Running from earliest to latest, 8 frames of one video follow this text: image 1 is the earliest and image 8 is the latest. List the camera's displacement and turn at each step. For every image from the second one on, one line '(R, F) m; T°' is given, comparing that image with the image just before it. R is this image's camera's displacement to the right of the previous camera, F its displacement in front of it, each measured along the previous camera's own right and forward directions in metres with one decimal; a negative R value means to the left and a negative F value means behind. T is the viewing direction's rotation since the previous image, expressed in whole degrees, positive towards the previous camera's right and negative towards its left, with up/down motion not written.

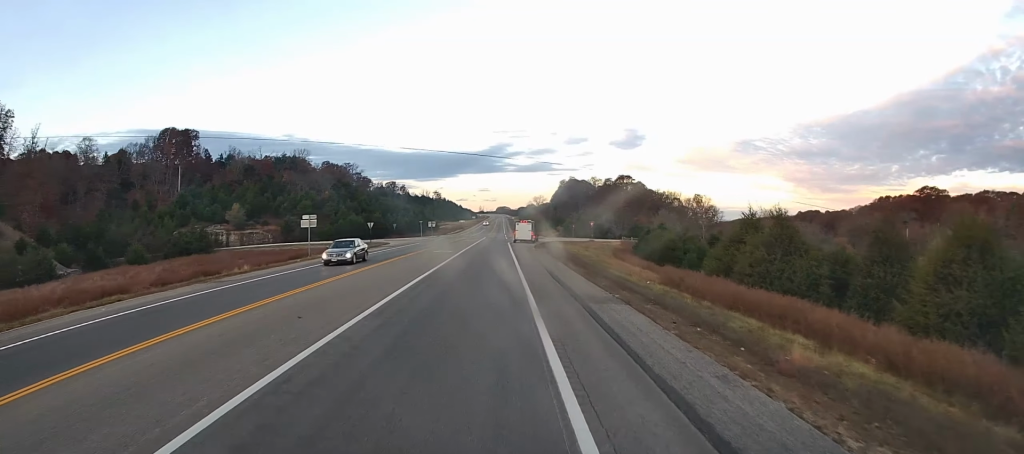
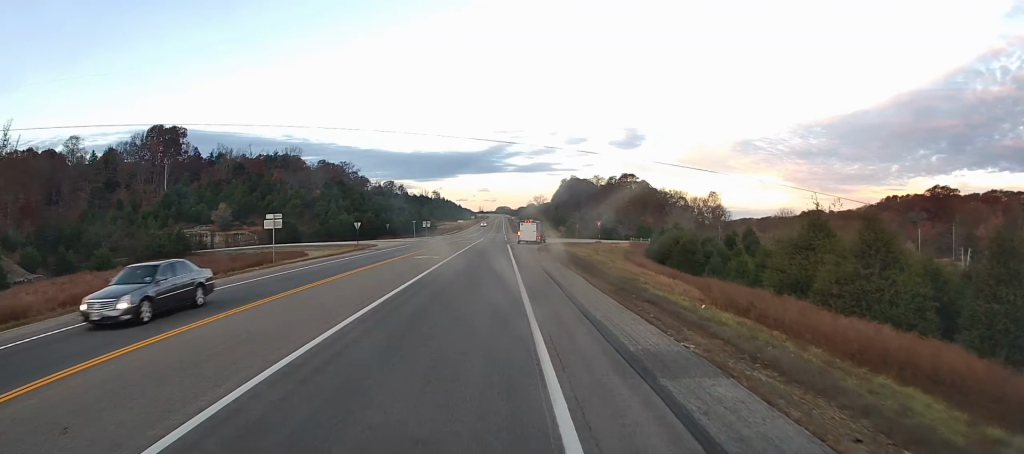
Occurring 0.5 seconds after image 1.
(-0.3, +8.0) m; 0°
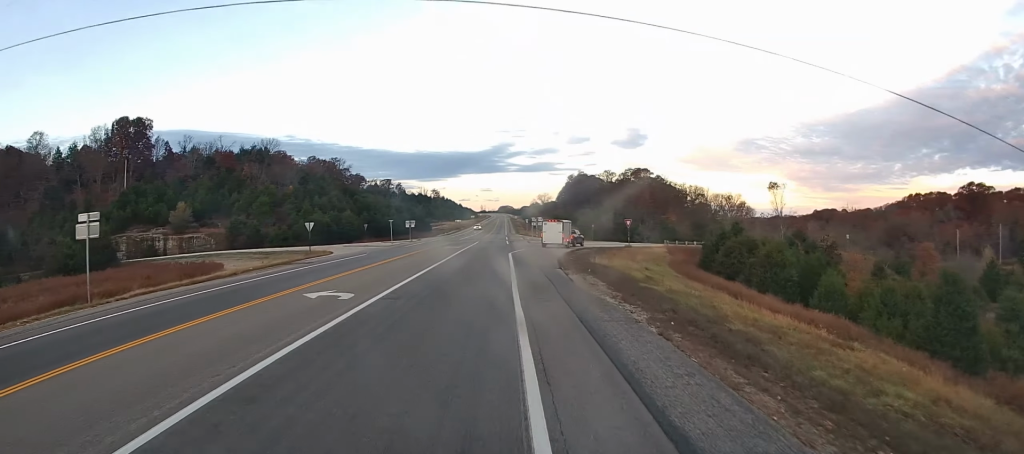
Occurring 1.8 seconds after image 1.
(+0.4, +21.7) m; +1°
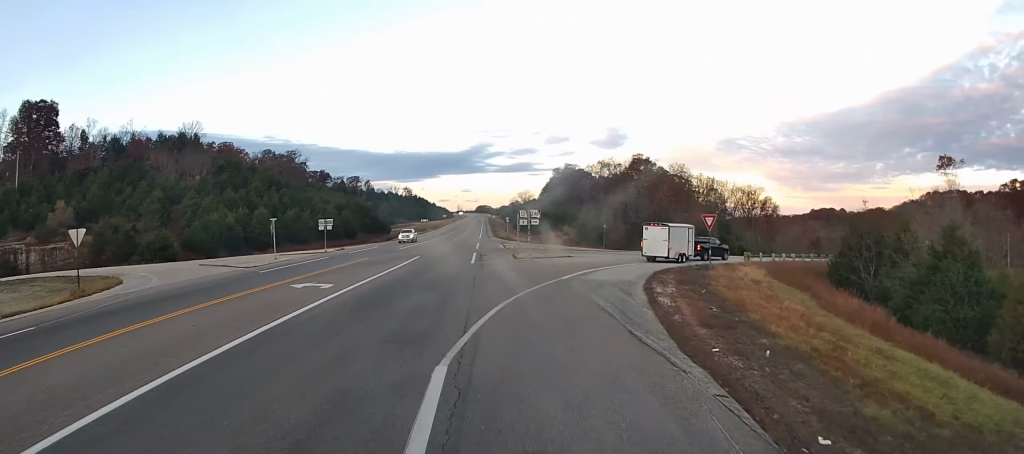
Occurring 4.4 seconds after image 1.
(-0.4, +36.0) m; +1°
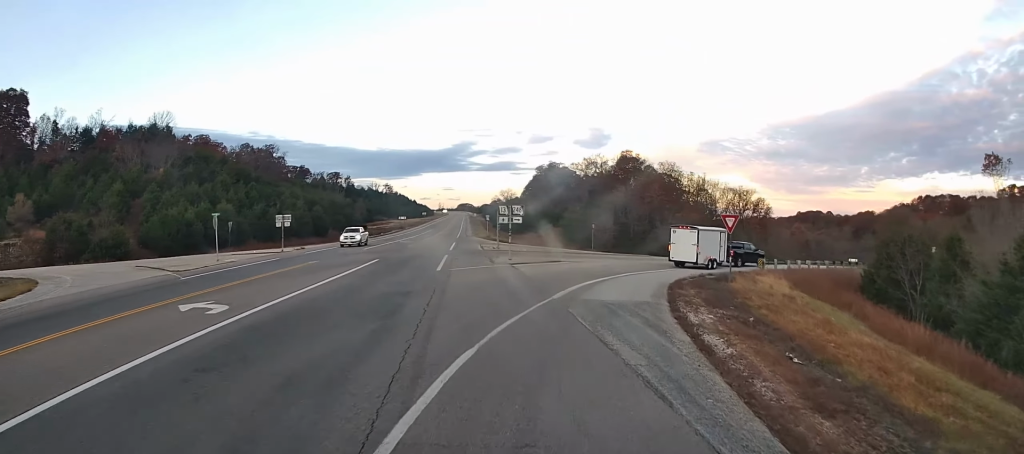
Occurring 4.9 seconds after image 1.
(+0.1, +6.8) m; +2°
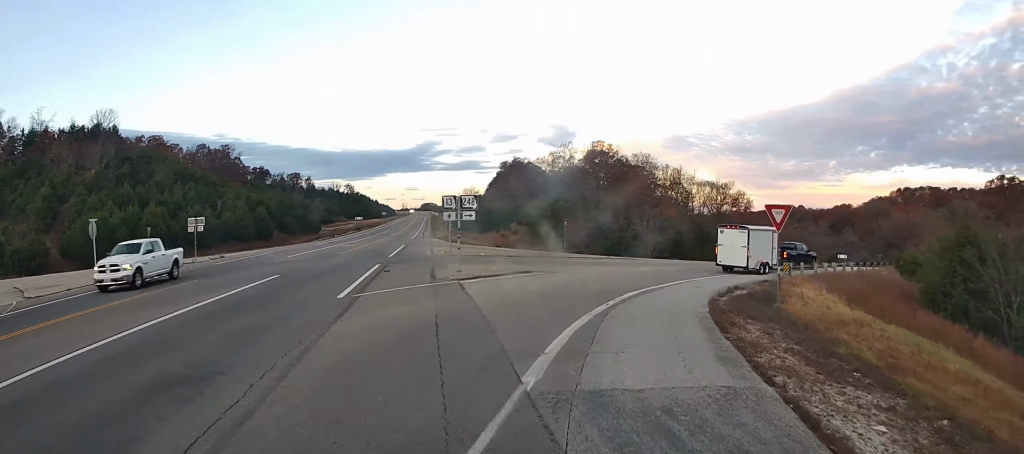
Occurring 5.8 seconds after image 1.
(+0.5, +10.2) m; +3°
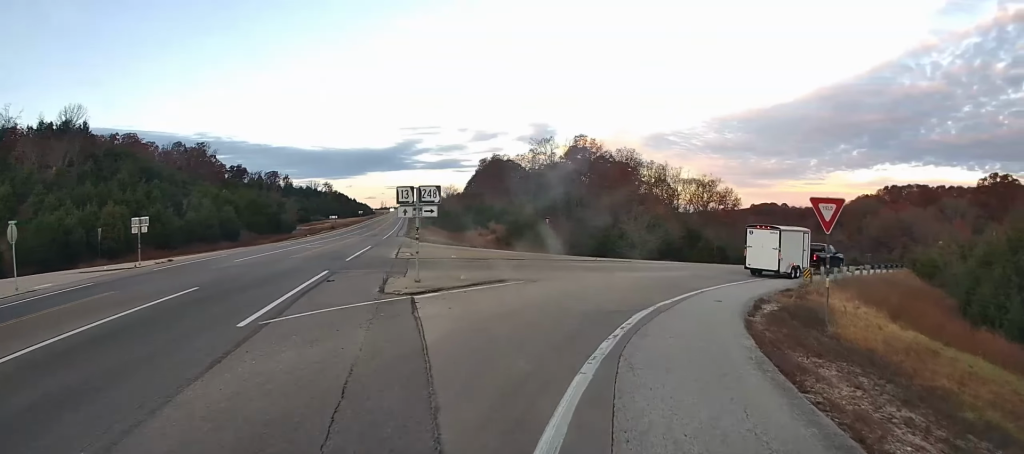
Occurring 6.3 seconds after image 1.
(-0.1, +5.2) m; +2°
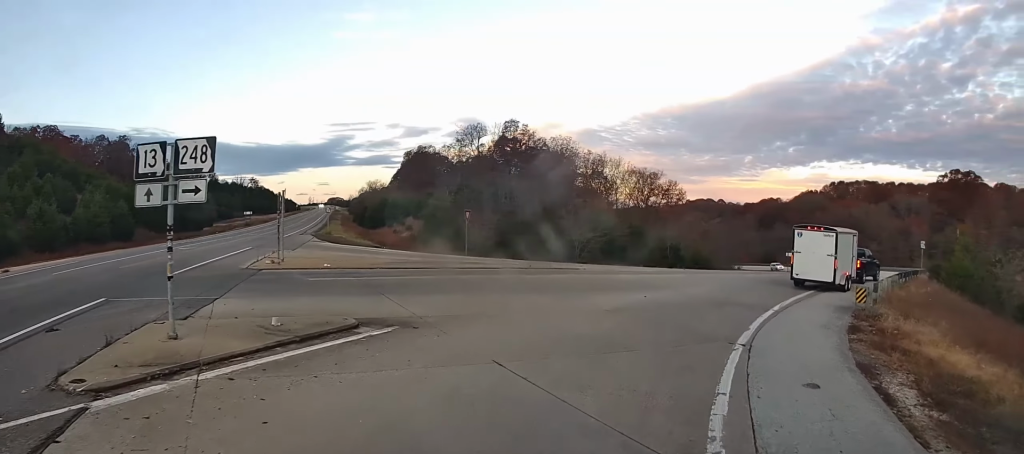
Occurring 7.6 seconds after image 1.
(+0.7, +11.3) m; +9°
